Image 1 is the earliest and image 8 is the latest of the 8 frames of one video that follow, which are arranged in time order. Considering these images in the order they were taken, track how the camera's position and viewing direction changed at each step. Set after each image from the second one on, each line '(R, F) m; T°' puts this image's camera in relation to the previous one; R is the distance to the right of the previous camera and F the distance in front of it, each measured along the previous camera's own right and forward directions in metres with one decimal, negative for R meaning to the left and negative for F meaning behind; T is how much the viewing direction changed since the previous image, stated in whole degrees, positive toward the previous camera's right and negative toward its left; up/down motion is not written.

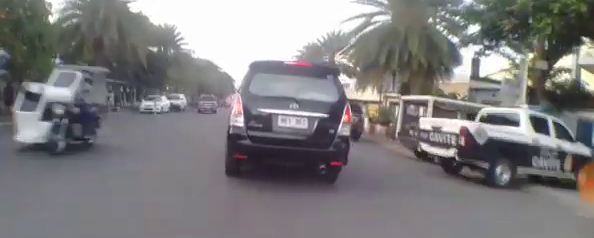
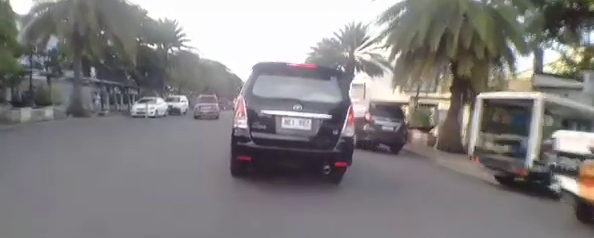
(-0.2, +4.0) m; -3°
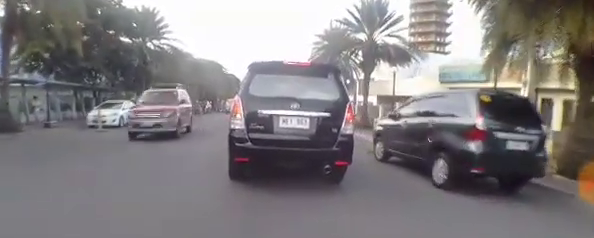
(-0.2, +5.5) m; -2°
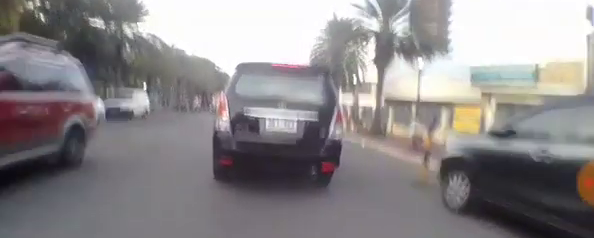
(0.0, +3.7) m; 0°
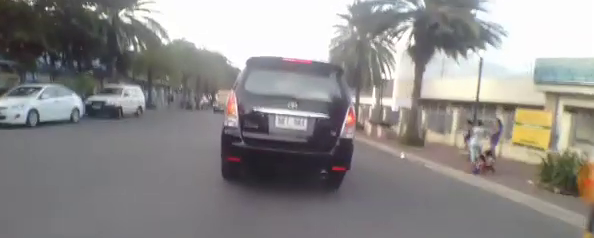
(0.0, +3.1) m; 0°
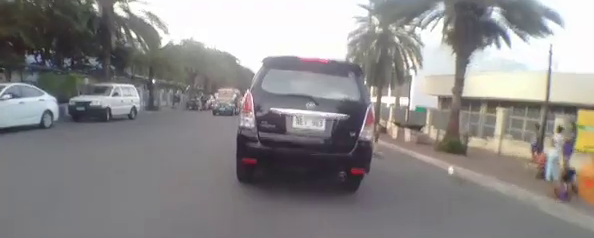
(0.0, +2.5) m; 0°
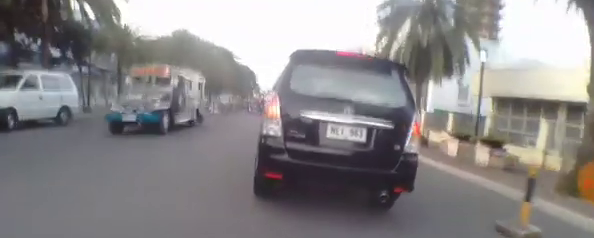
(0.0, +5.4) m; +1°
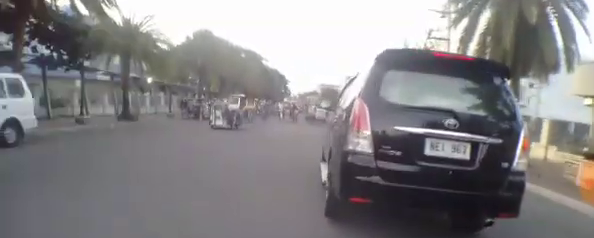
(0.0, +4.1) m; -6°
